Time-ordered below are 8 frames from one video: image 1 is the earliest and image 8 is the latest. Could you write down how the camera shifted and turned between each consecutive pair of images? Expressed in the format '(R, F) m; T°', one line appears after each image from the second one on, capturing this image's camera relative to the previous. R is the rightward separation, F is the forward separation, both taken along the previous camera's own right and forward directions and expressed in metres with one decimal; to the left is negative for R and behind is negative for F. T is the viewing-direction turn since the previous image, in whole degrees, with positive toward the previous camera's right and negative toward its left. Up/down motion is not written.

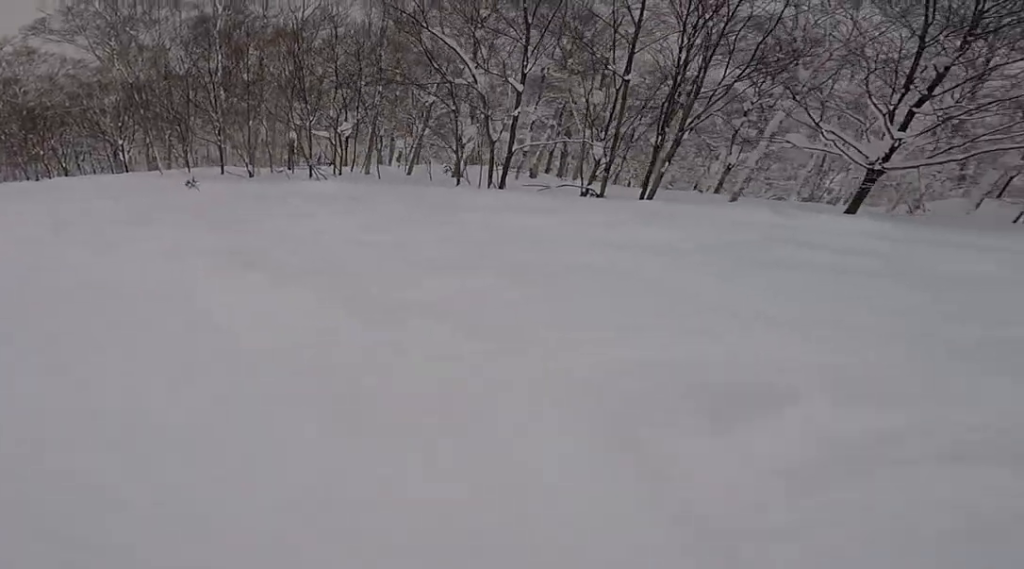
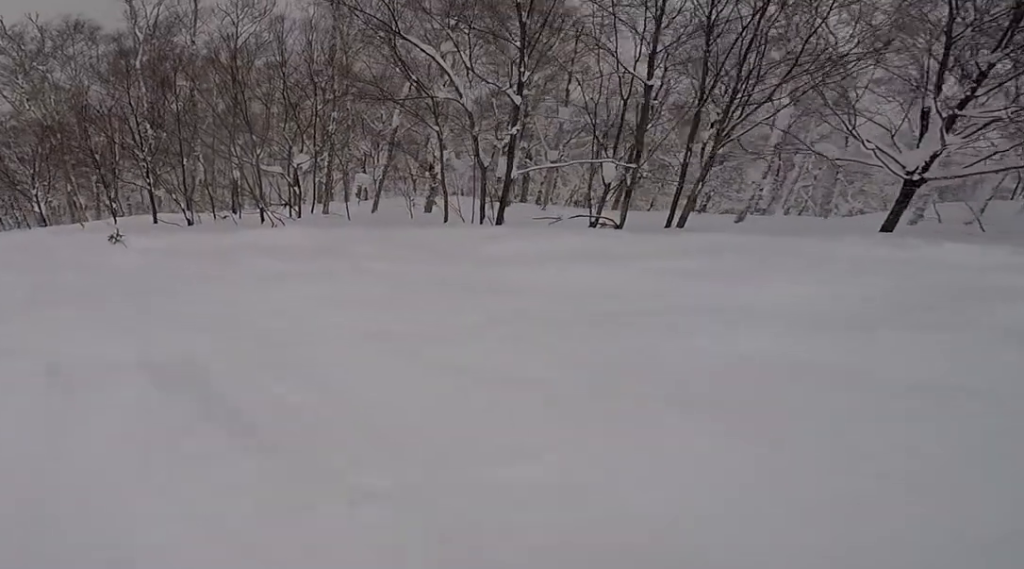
(+0.8, +2.4) m; +16°
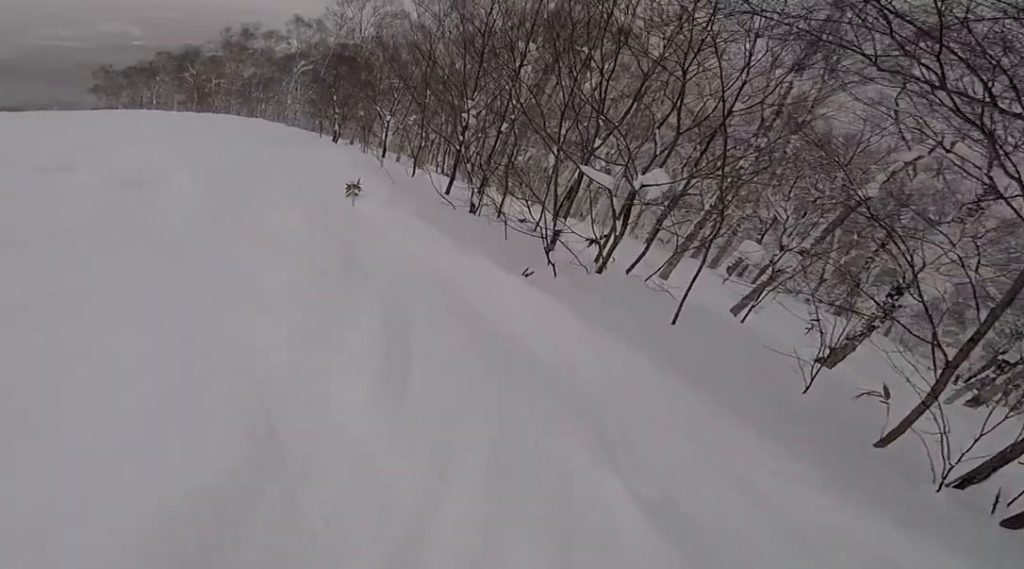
(+0.1, +5.4) m; -8°
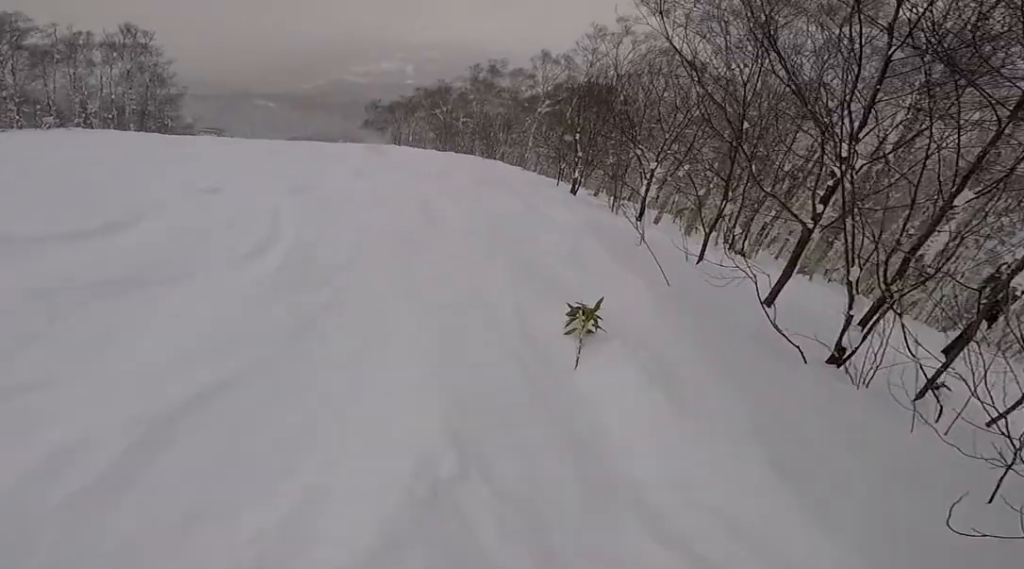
(-1.1, +4.3) m; -24°
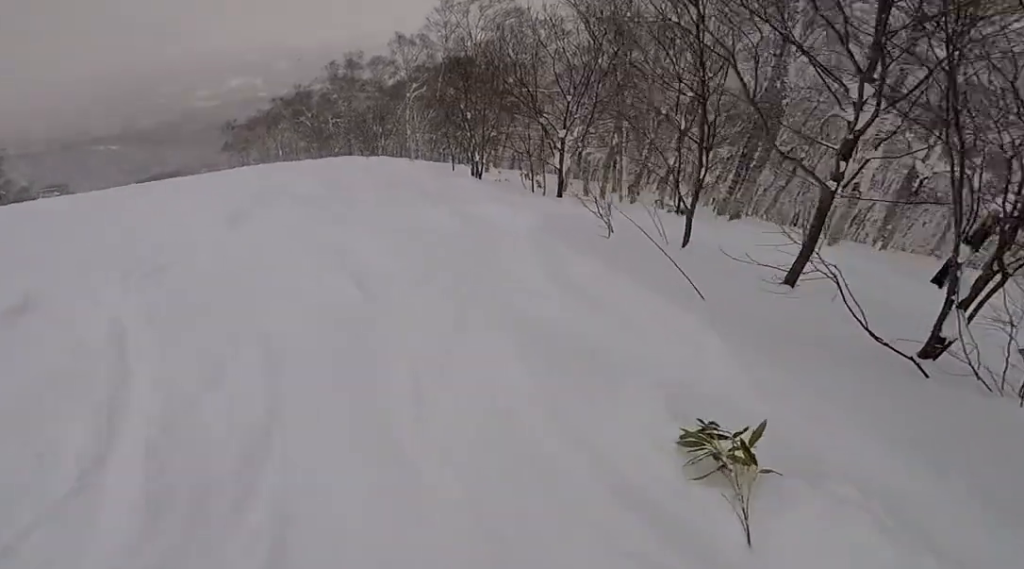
(-0.5, +2.0) m; -6°
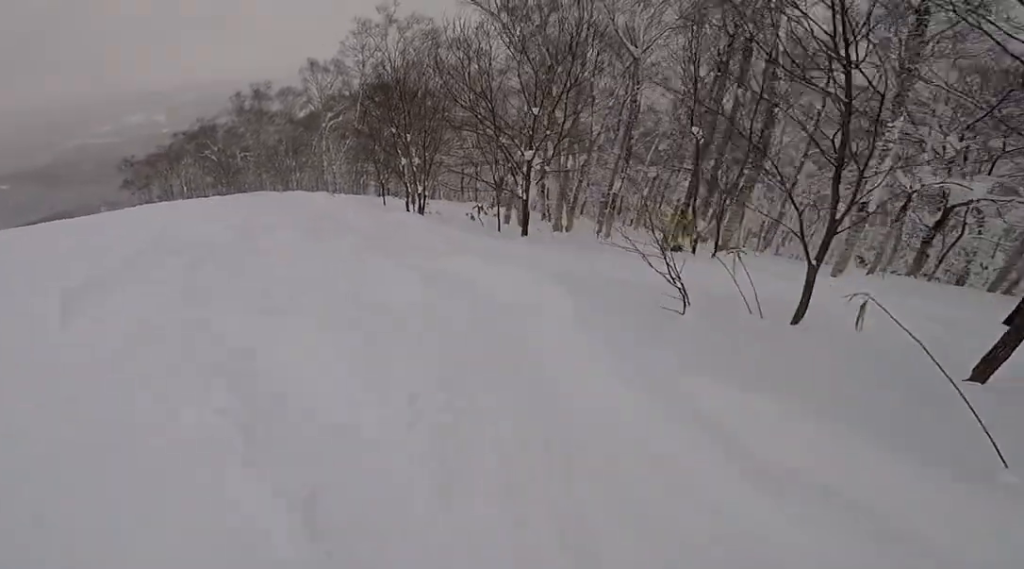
(+0.4, +2.8) m; -1°
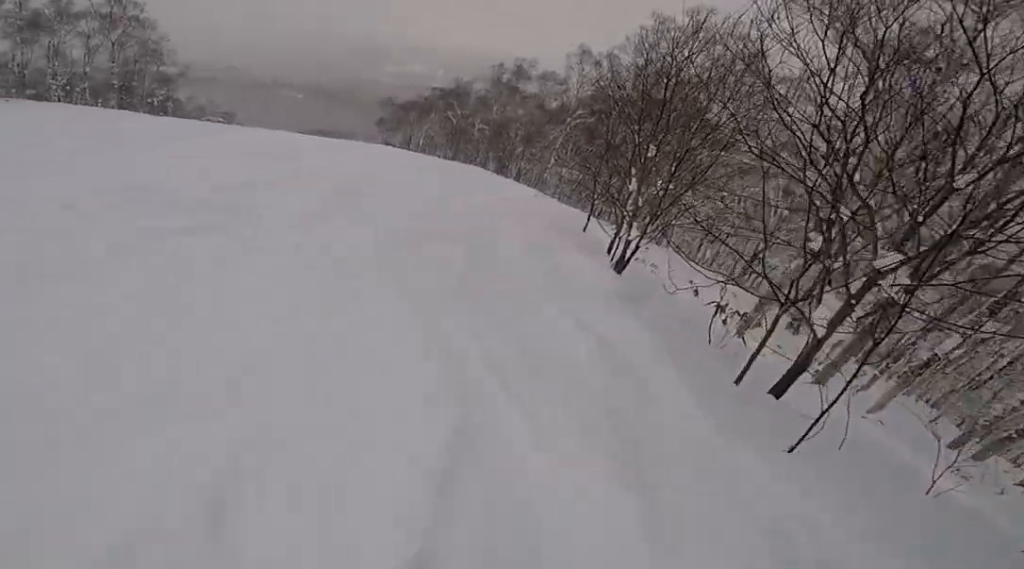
(-0.2, +3.9) m; -17°
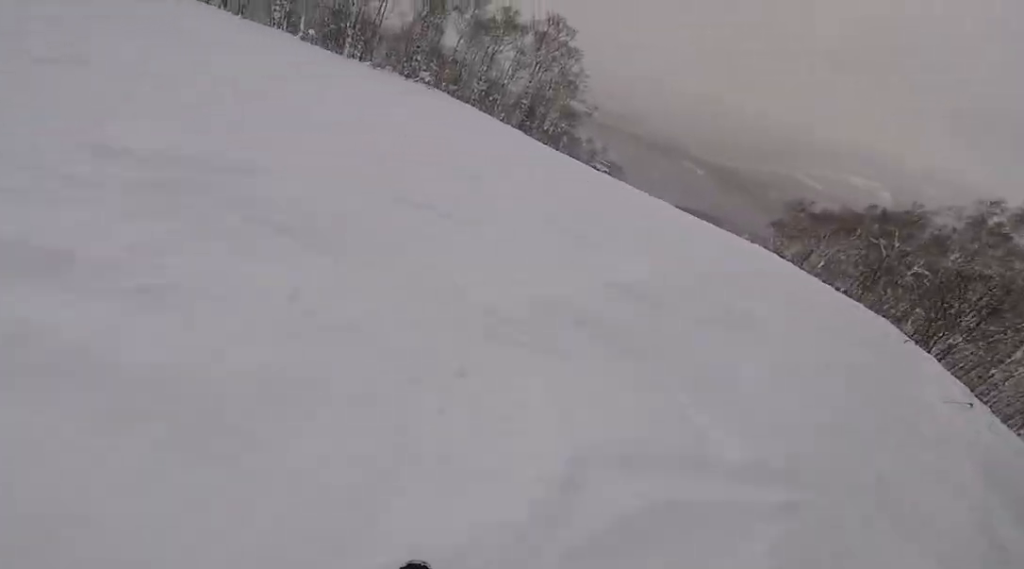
(-0.8, +3.5) m; -21°
